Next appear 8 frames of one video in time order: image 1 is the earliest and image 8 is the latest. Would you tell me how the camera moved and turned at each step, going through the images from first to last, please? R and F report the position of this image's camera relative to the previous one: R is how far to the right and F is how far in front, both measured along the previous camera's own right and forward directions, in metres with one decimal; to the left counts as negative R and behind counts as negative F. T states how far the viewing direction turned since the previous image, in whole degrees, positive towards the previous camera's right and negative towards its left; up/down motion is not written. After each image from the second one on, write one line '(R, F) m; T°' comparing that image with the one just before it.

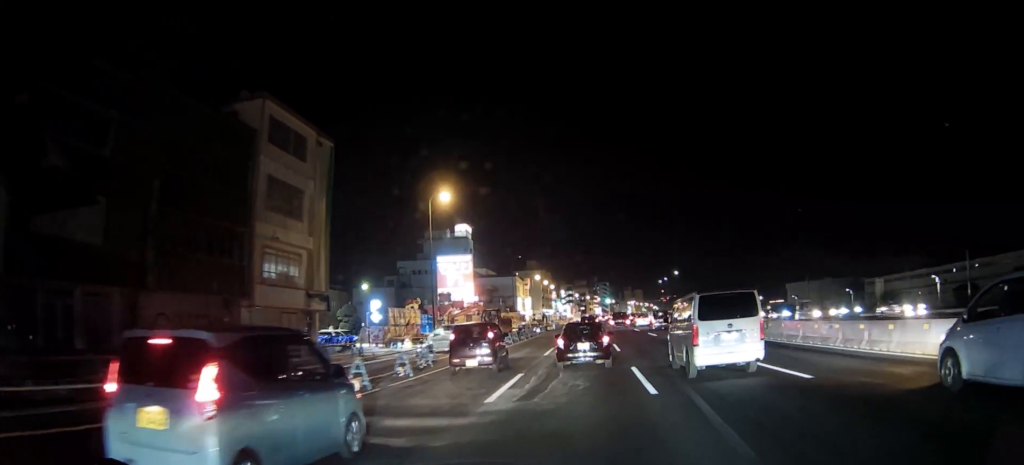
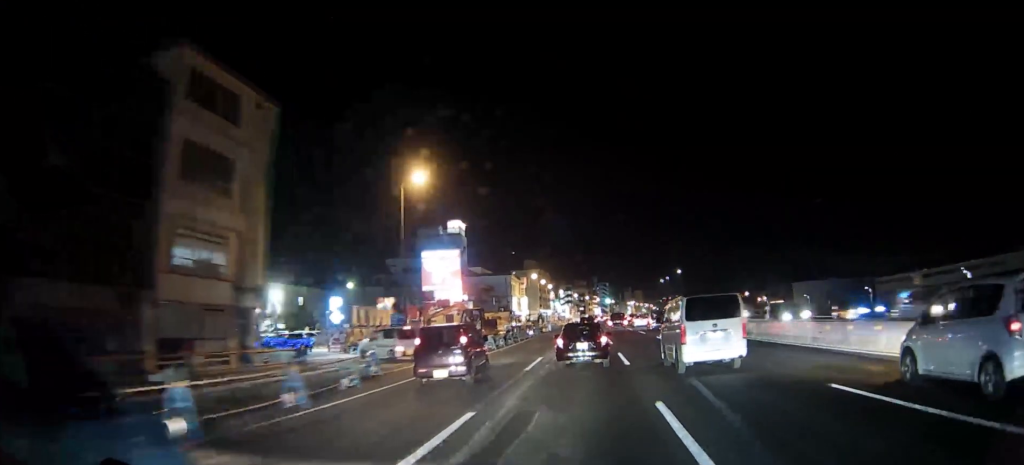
(+0.1, +7.7) m; +1°
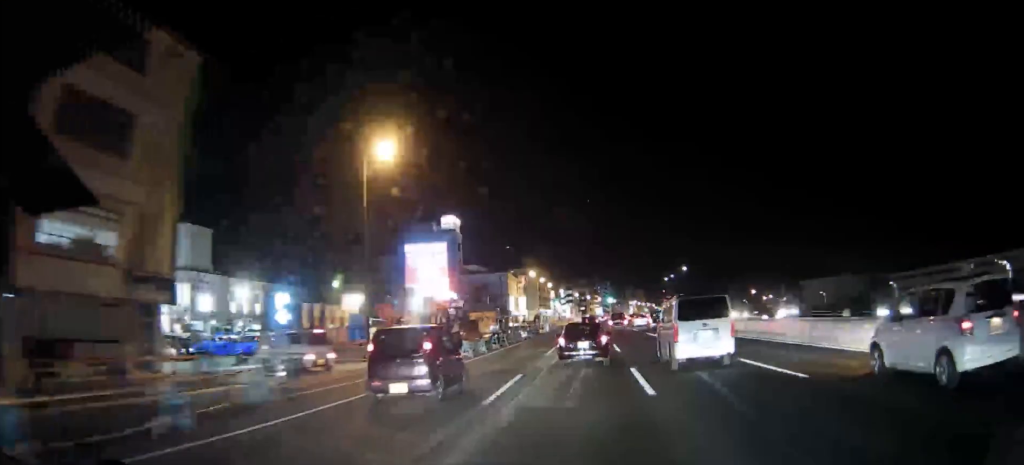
(+0.1, +7.8) m; +2°
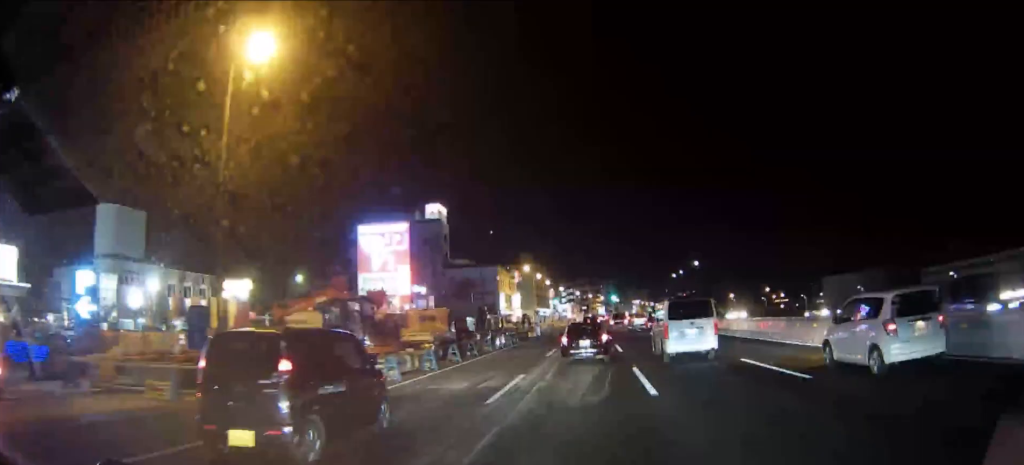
(+0.4, +14.9) m; -1°
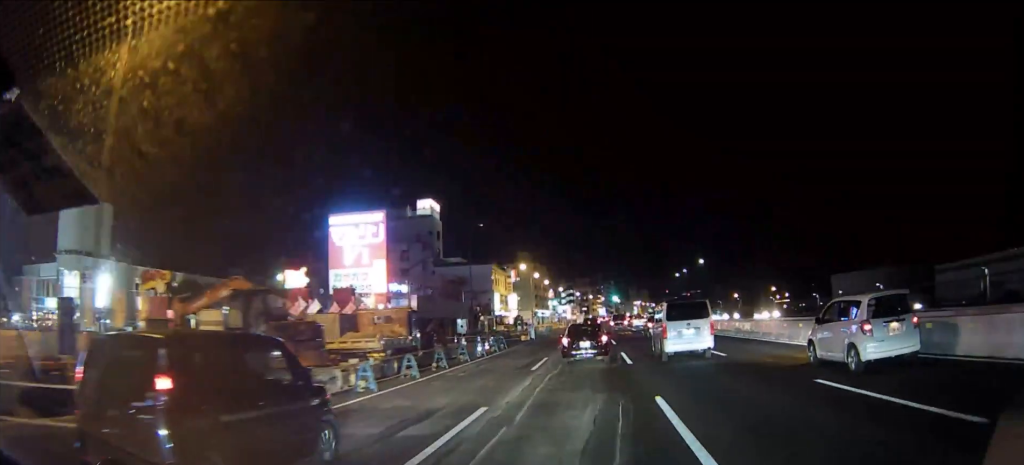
(-0.4, +6.7) m; -2°
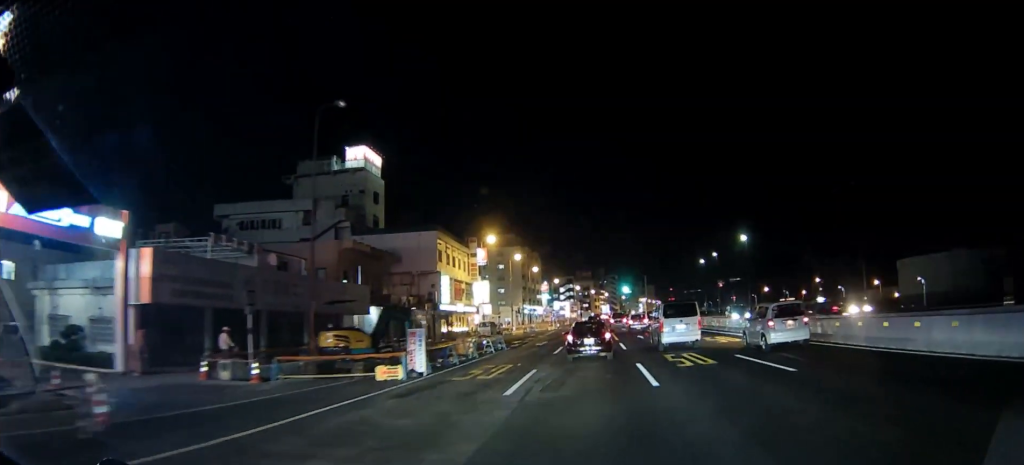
(-1.0, +37.6) m; -1°
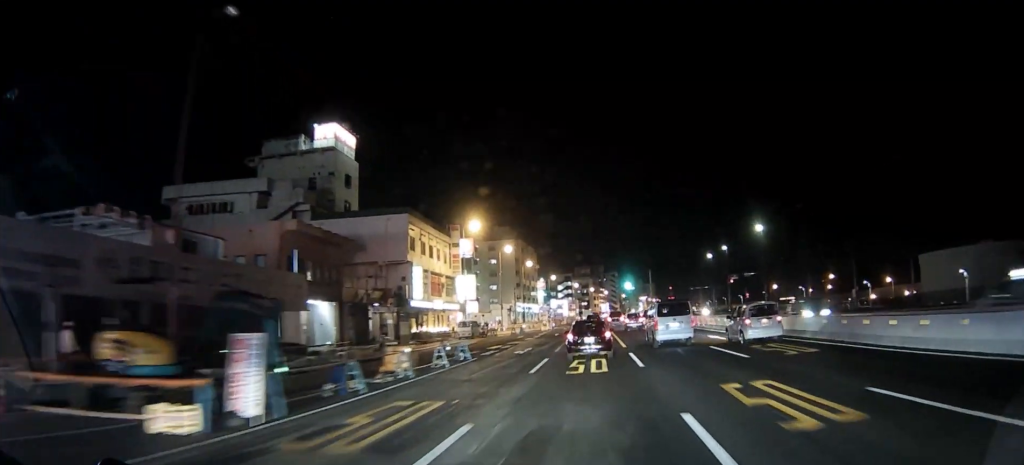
(-0.1, +10.6) m; +1°
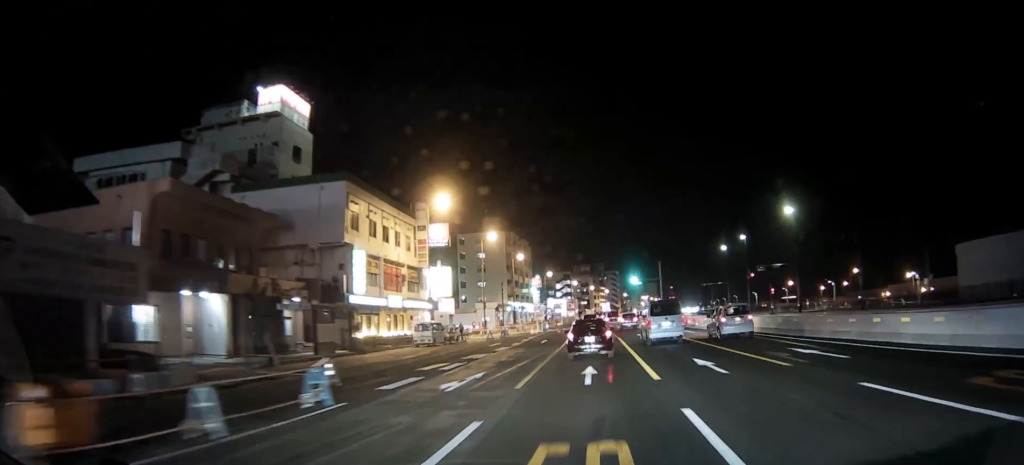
(+0.3, +14.5) m; 0°
